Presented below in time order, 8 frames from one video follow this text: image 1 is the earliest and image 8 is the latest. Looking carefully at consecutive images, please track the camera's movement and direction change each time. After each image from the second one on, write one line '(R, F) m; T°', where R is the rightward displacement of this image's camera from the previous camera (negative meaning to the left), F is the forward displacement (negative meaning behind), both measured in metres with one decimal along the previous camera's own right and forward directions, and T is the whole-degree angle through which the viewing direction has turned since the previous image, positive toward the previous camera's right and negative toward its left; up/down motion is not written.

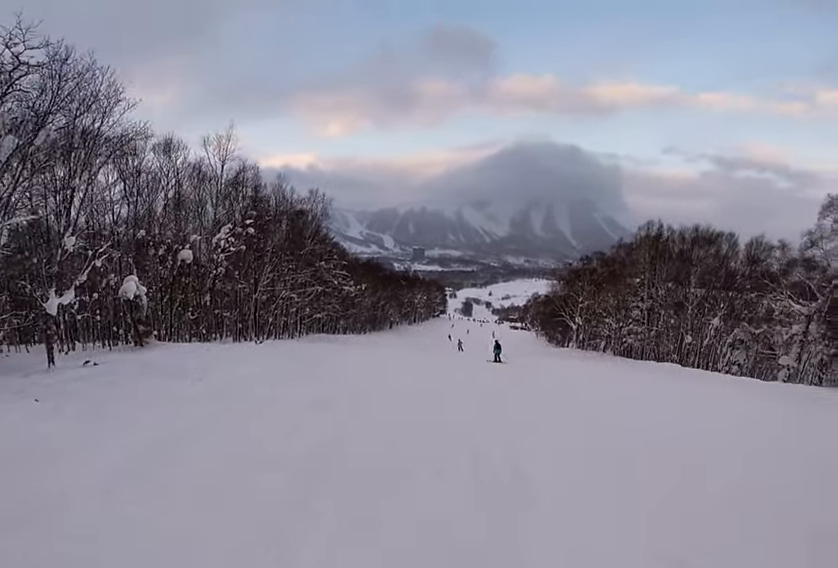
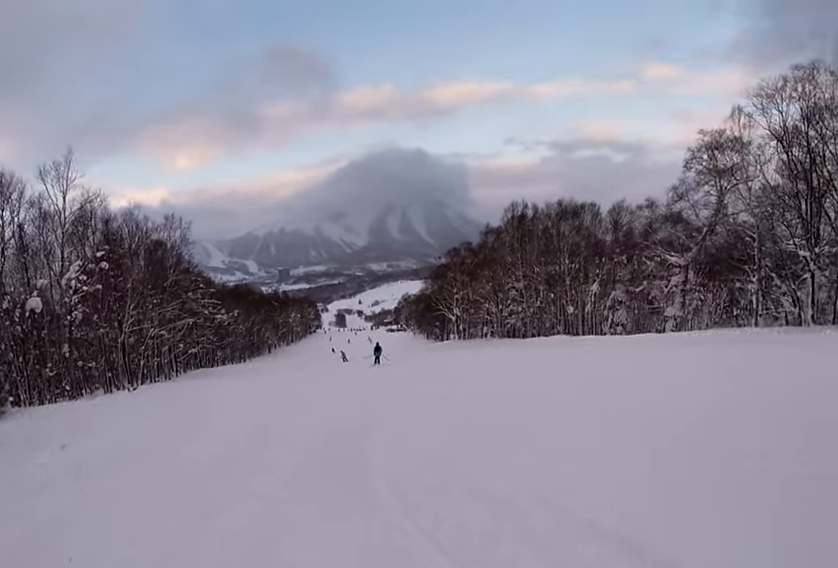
(+0.1, +2.7) m; +9°
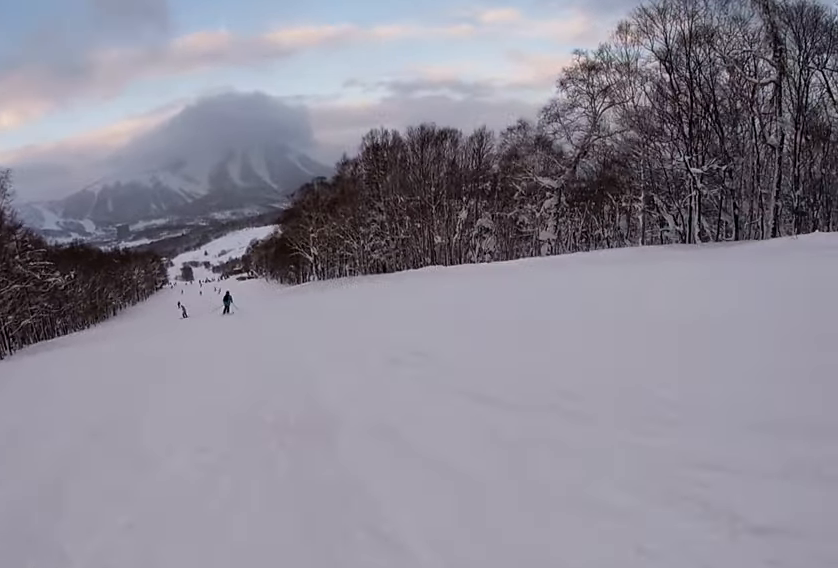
(+0.6, +4.2) m; +6°
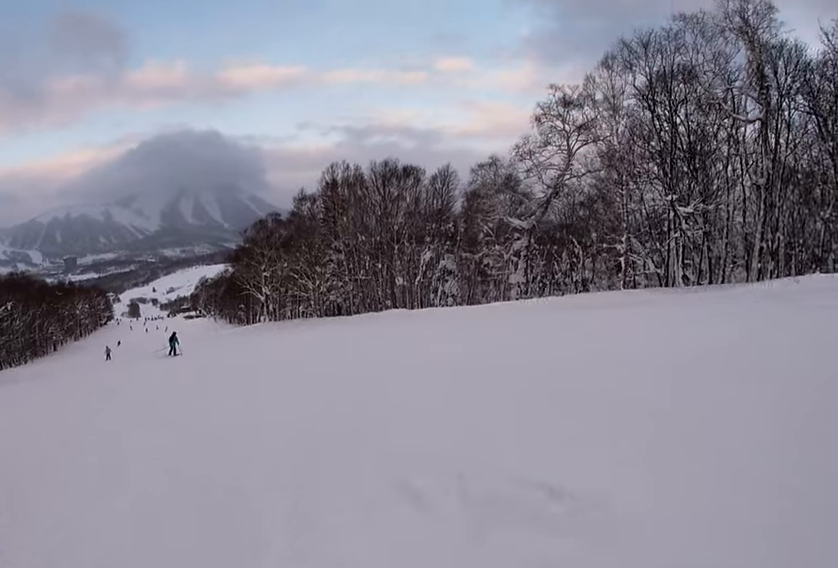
(+0.2, +3.7) m; -1°
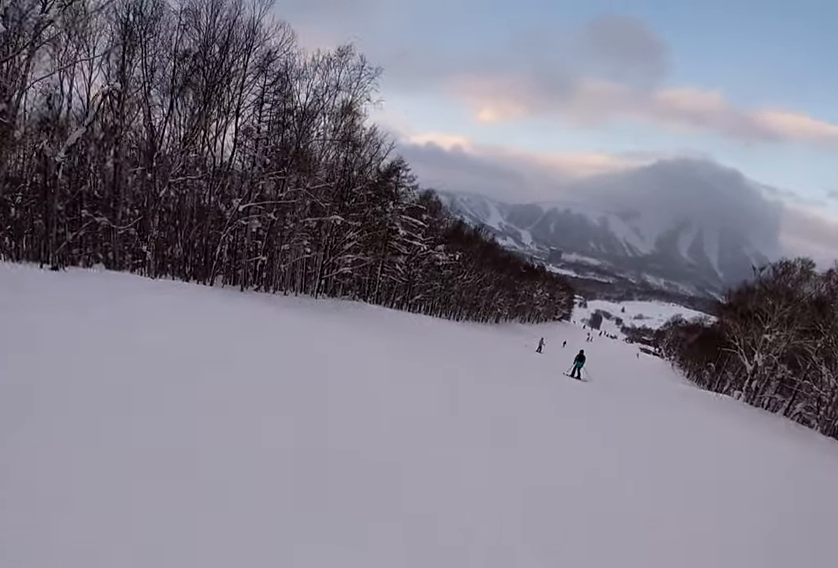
(-3.9, +13.2) m; -30°
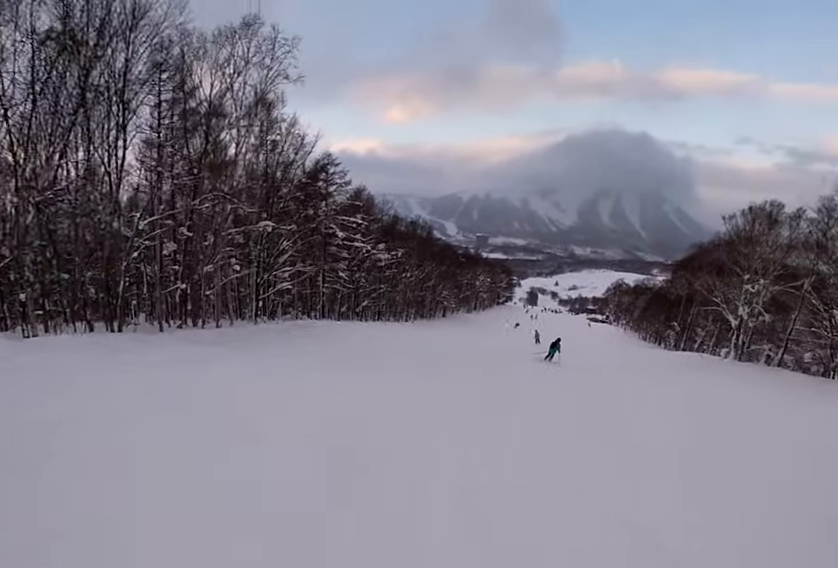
(-0.2, +6.6) m; +5°
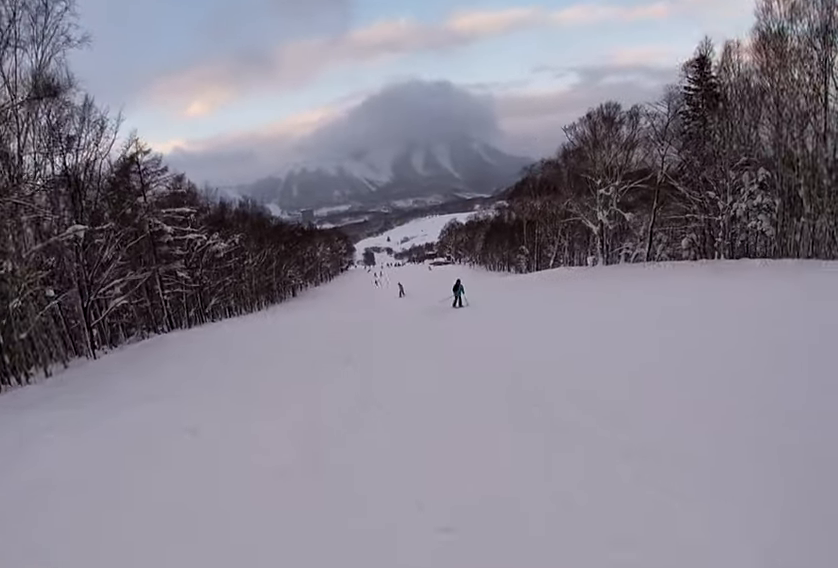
(0.0, +4.9) m; +14°
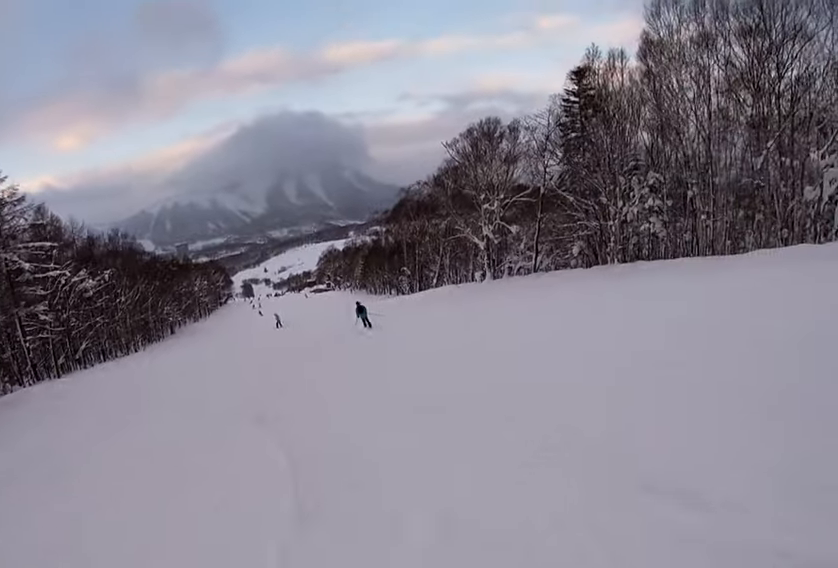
(+0.6, +2.7) m; +12°
